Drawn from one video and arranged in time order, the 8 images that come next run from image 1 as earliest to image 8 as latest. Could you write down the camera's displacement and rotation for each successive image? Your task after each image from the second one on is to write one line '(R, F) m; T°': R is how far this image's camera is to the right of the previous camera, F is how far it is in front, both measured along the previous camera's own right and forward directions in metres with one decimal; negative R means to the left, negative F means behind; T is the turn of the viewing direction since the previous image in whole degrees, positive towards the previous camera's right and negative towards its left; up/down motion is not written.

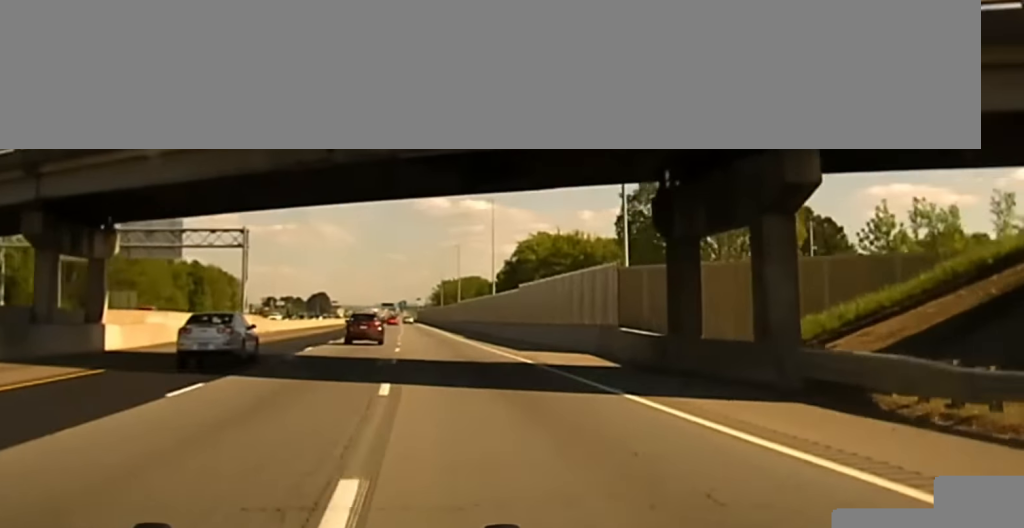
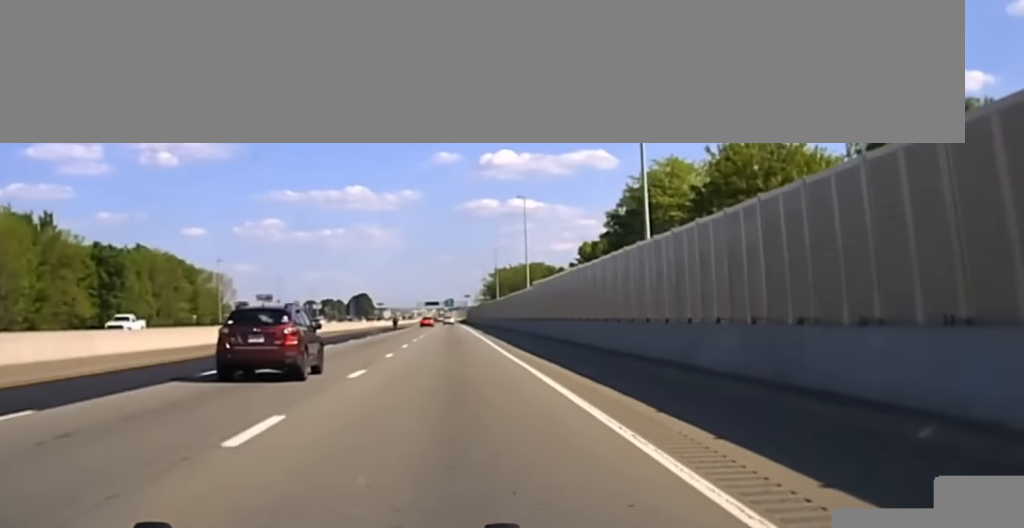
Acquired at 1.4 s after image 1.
(-2.3, +82.3) m; -2°
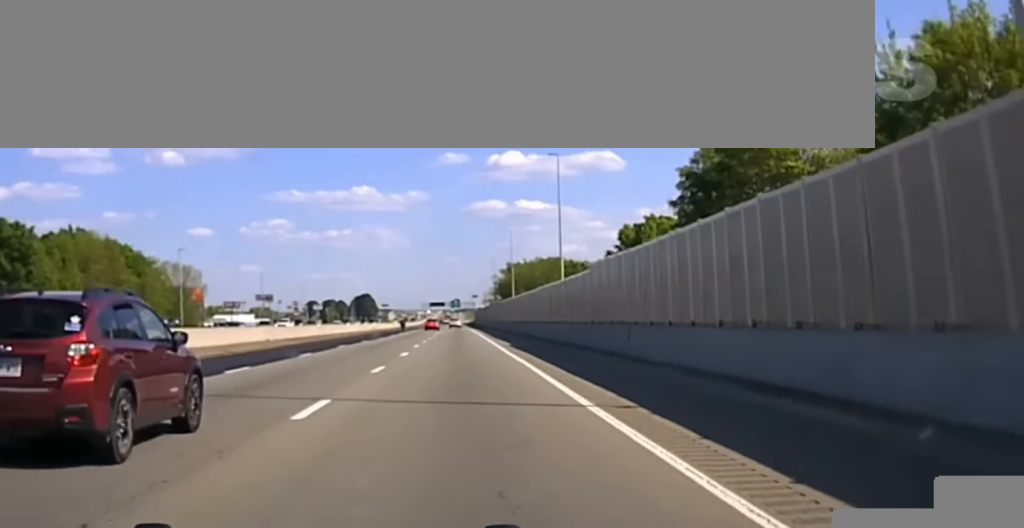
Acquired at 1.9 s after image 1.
(-0.1, +33.1) m; 0°
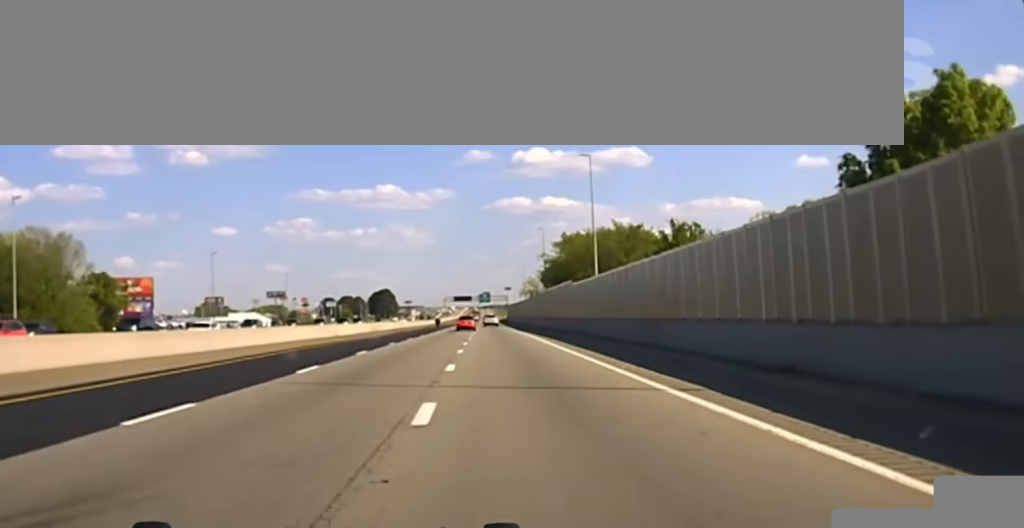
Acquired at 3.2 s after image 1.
(-0.3, +72.9) m; 0°
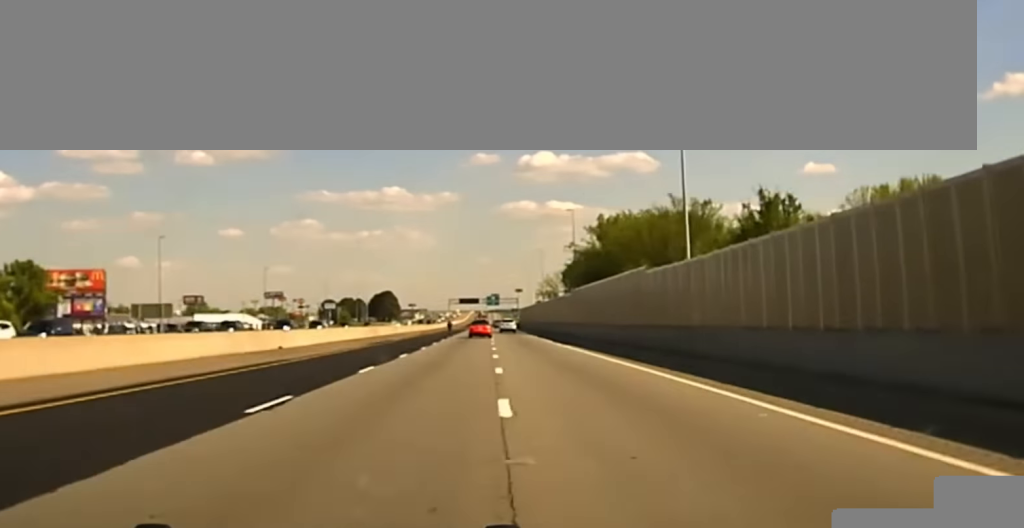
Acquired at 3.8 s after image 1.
(-0.1, +33.8) m; 0°
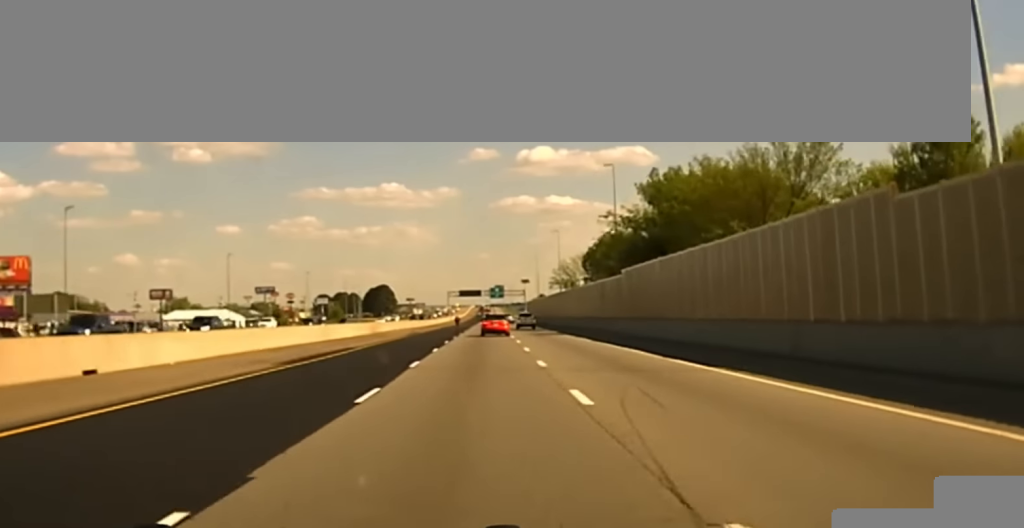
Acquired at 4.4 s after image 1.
(-0.1, +33.4) m; 0°
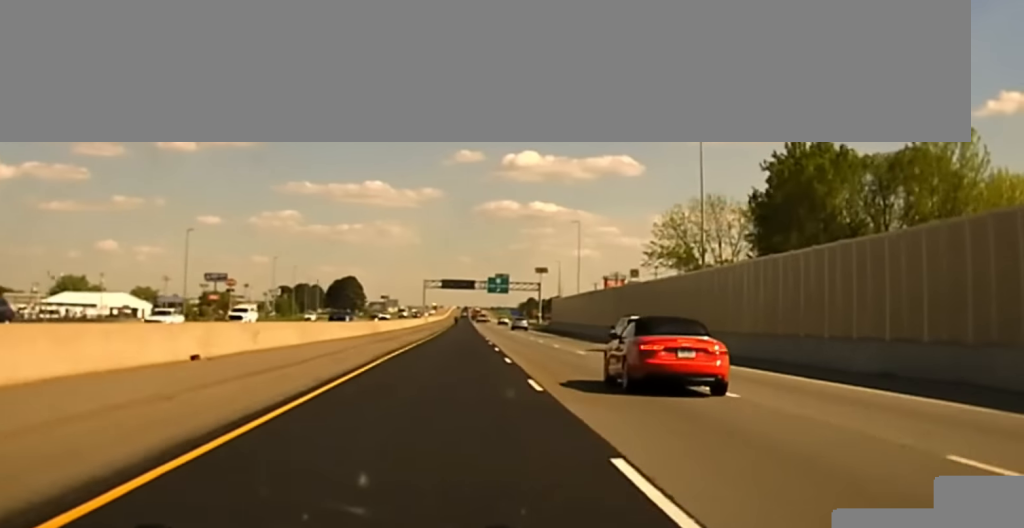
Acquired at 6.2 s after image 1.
(+1.6, +97.9) m; +1°
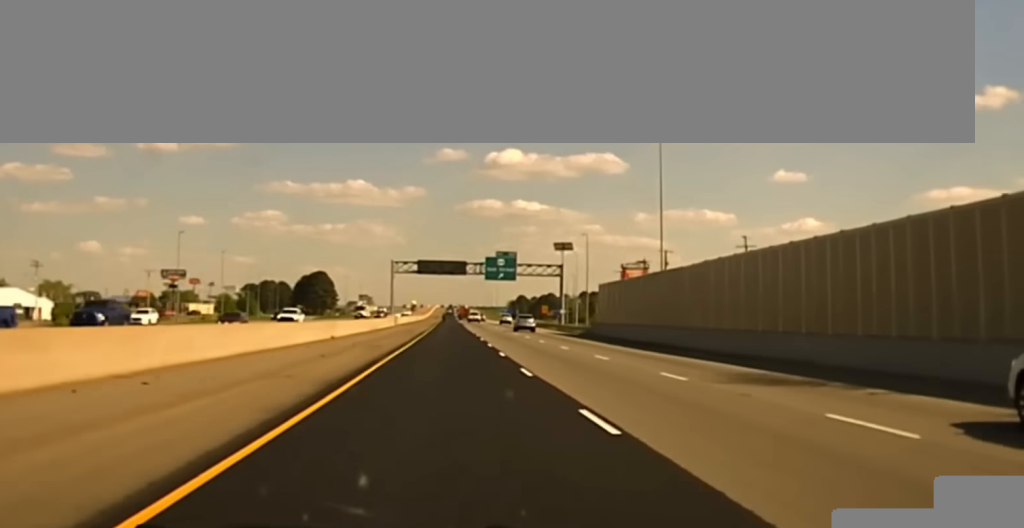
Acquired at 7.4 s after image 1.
(+0.2, +72.1) m; 0°
